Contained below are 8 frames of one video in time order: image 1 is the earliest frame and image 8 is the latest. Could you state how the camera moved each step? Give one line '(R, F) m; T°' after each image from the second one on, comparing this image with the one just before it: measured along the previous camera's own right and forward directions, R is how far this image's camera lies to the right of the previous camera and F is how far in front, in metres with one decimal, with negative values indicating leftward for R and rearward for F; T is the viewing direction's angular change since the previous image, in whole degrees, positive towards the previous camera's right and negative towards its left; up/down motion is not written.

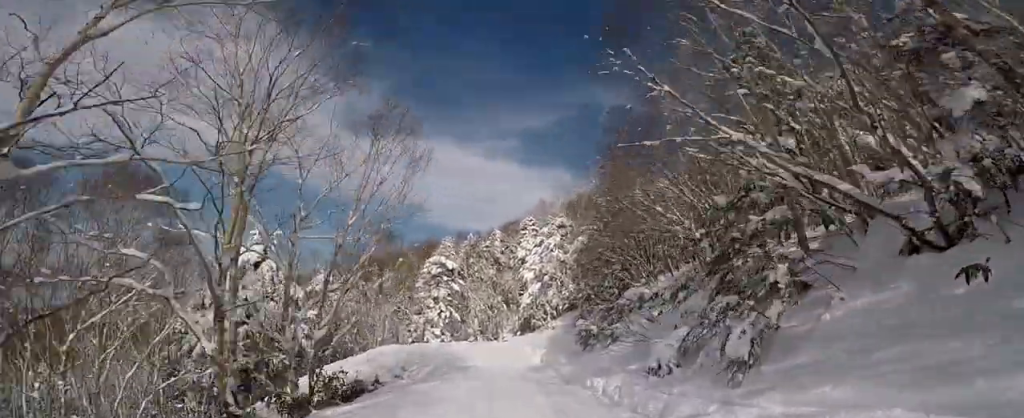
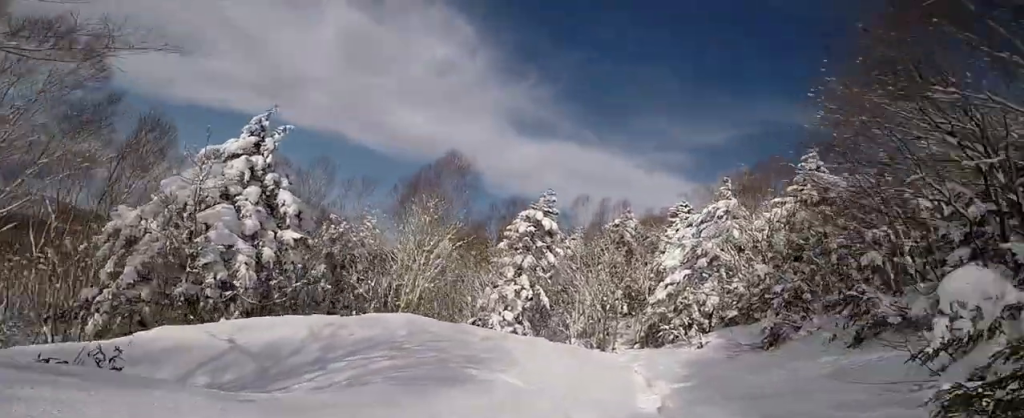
(-0.8, +11.9) m; -15°
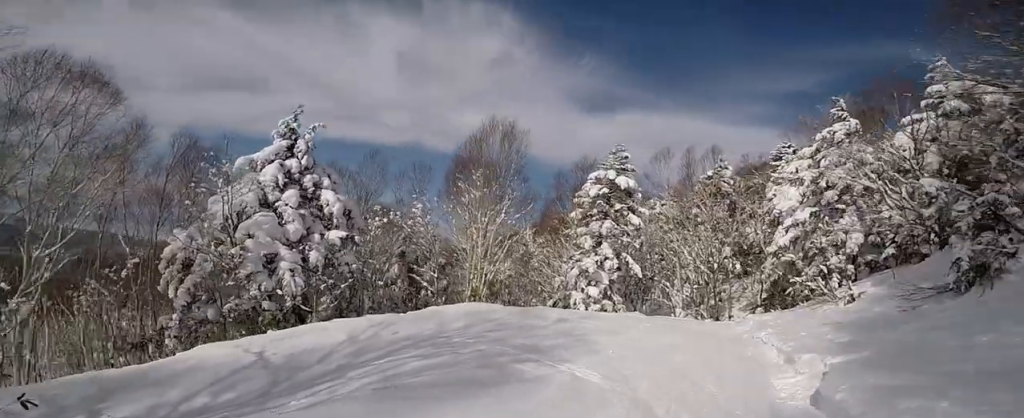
(-0.2, +2.1) m; -7°
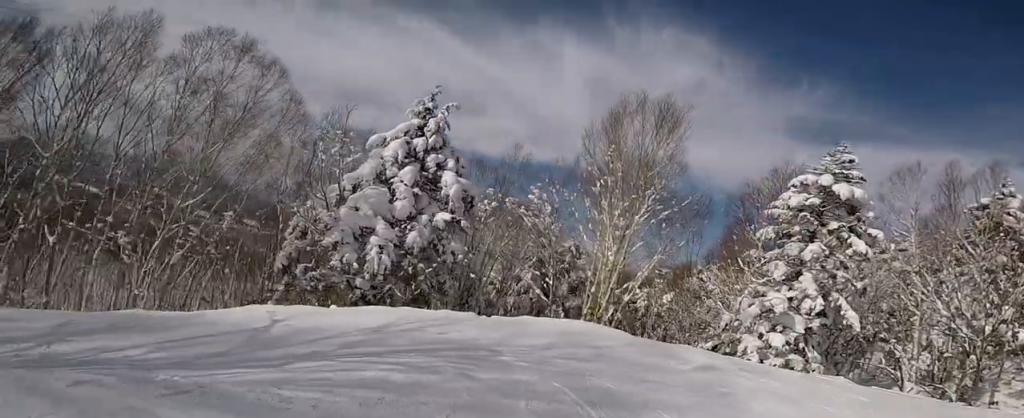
(-0.2, +2.6) m; -16°
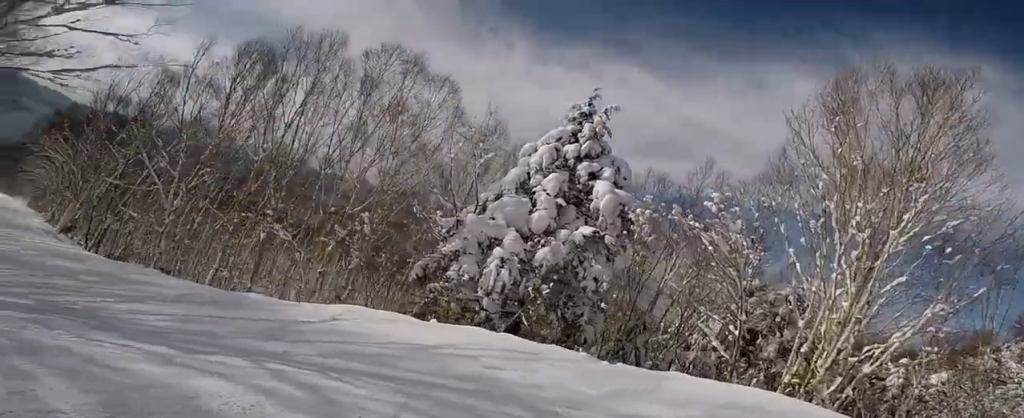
(-0.1, +1.7) m; -23°
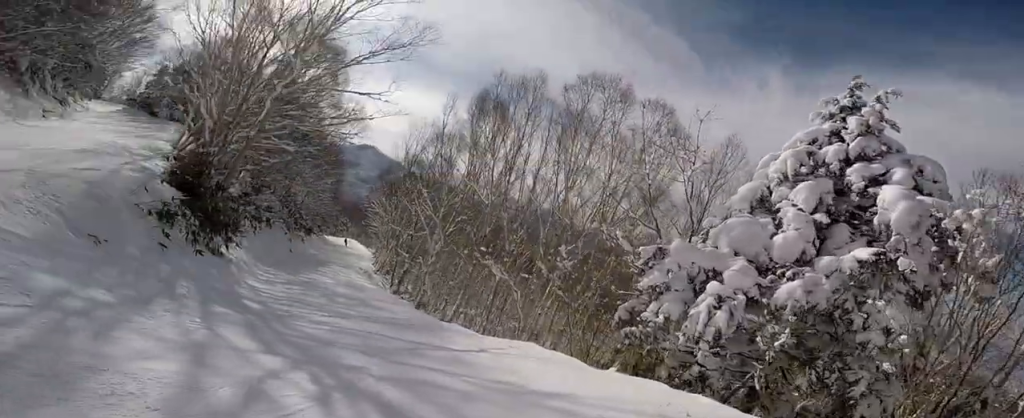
(-0.5, +0.8) m; -39°
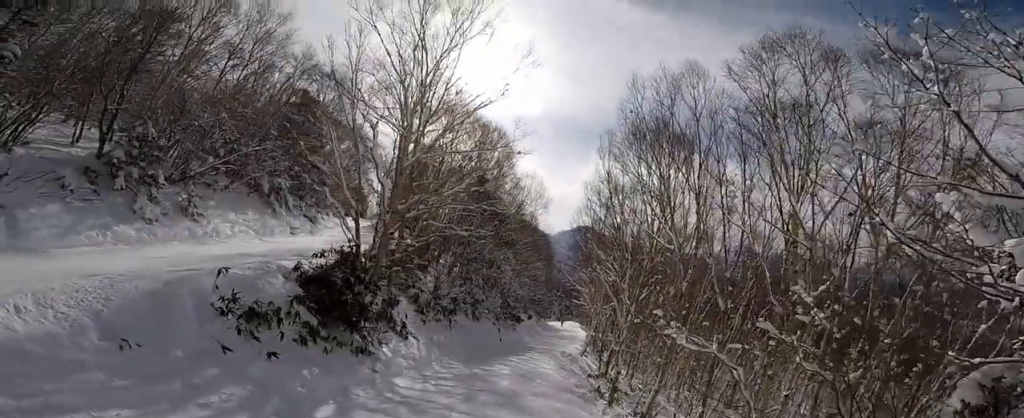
(-2.1, +2.8) m; -53°
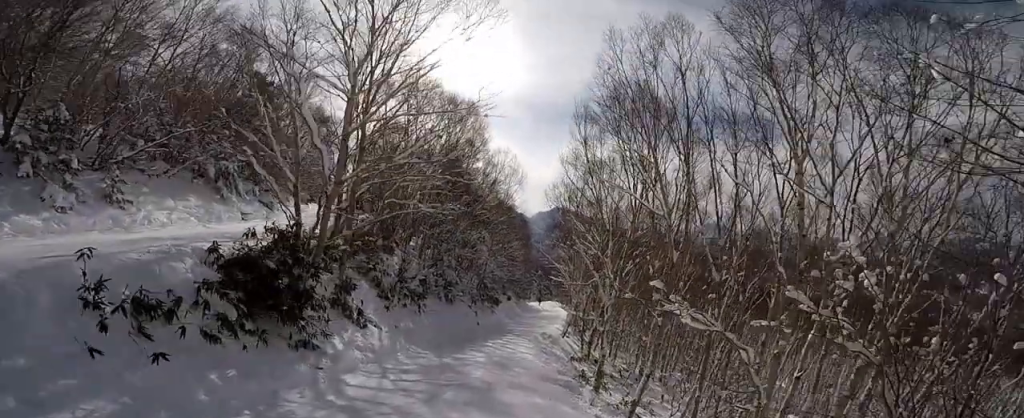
(-0.2, +2.0) m; -5°
